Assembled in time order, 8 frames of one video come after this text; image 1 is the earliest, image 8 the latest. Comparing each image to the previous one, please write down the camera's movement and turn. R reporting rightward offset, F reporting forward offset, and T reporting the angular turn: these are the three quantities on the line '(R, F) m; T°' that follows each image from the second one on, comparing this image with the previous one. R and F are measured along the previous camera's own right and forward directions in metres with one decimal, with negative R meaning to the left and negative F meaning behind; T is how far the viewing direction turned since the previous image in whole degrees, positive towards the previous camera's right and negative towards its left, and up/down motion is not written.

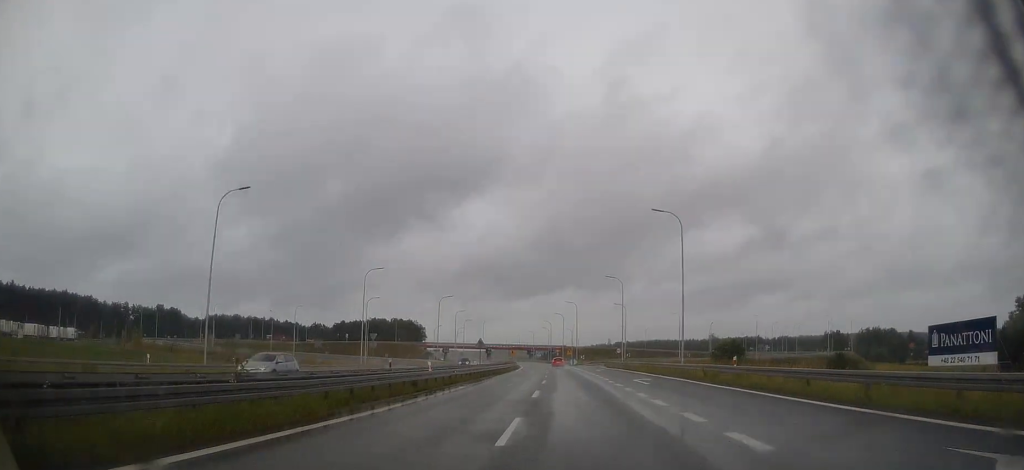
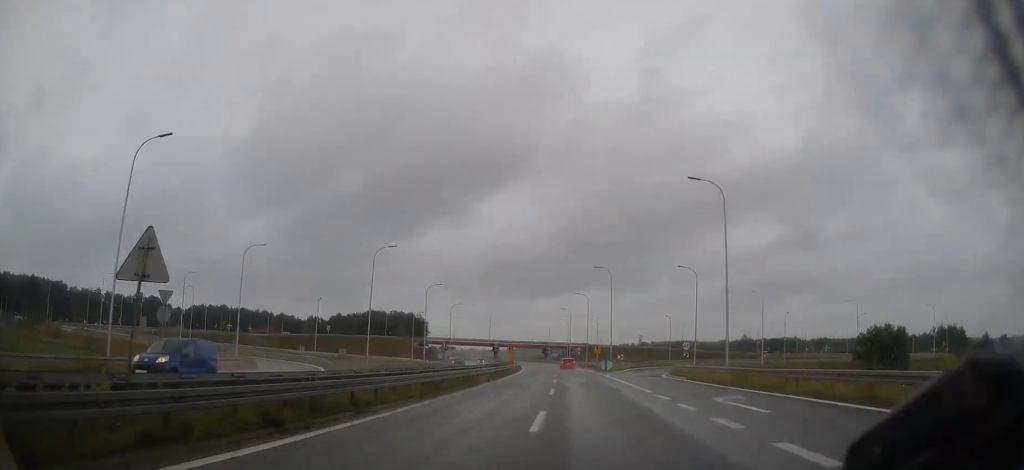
(0.0, +45.4) m; -1°
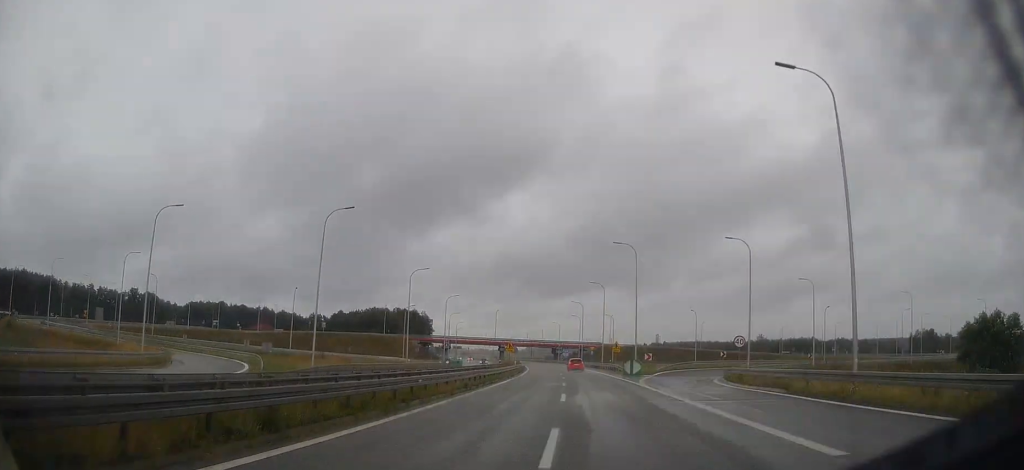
(-0.2, +15.5) m; -1°
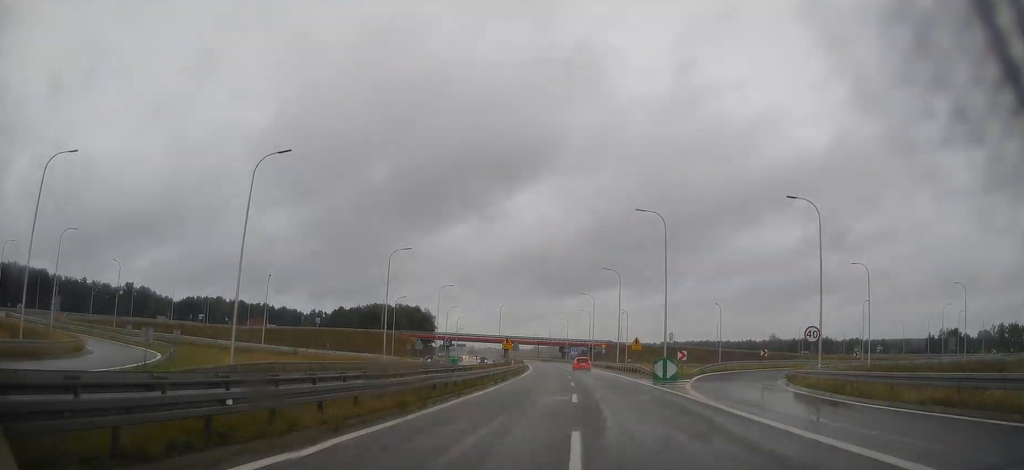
(0.0, +12.6) m; -1°
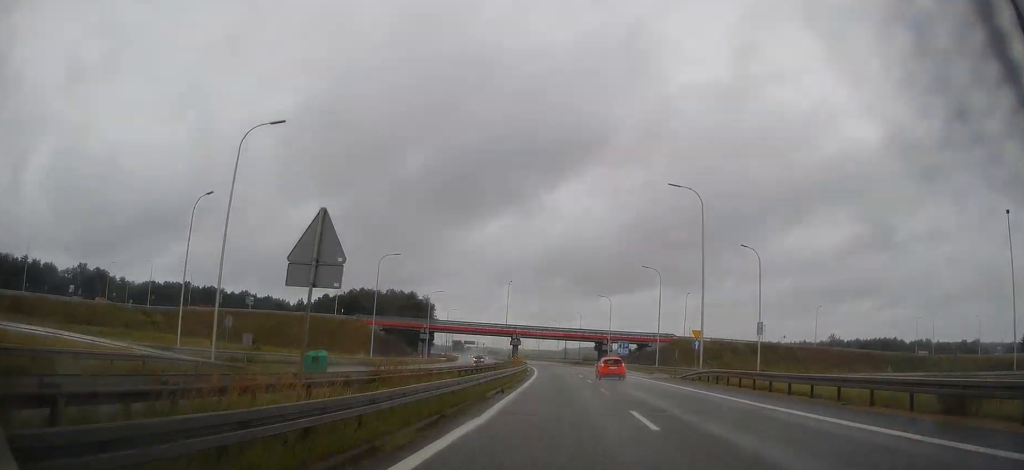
(-2.3, +67.0) m; -4°
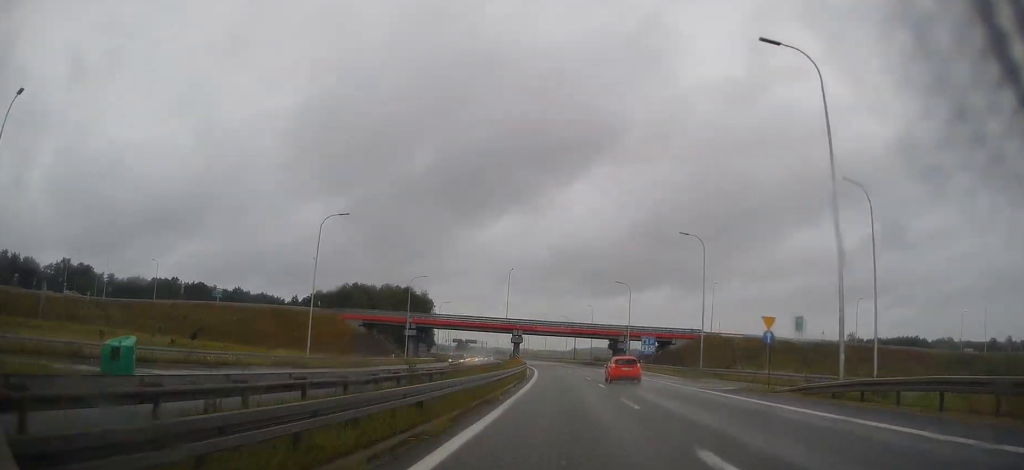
(-0.3, +19.0) m; -1°
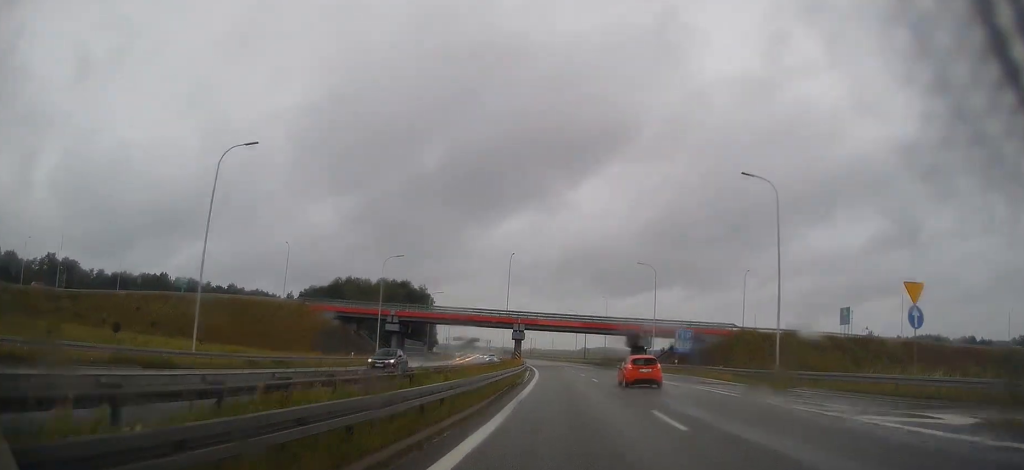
(0.0, +17.1) m; 0°
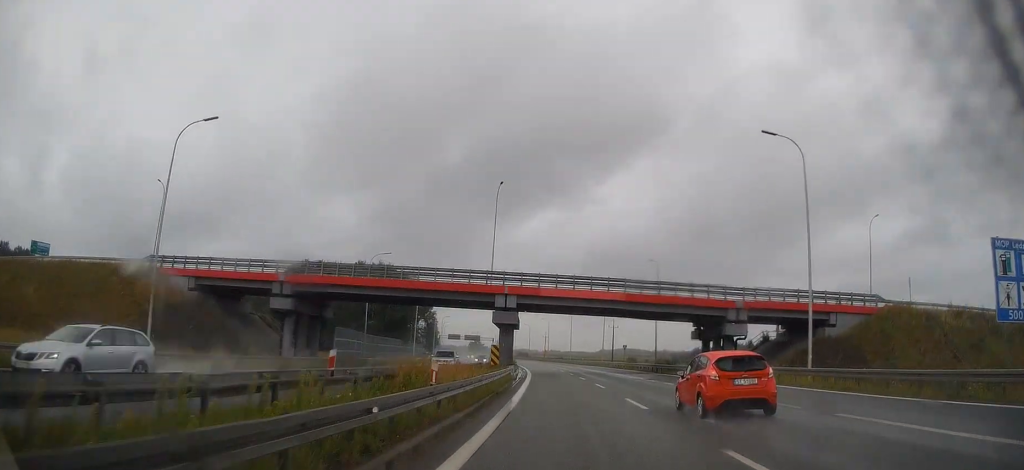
(0.0, +41.6) m; -1°
